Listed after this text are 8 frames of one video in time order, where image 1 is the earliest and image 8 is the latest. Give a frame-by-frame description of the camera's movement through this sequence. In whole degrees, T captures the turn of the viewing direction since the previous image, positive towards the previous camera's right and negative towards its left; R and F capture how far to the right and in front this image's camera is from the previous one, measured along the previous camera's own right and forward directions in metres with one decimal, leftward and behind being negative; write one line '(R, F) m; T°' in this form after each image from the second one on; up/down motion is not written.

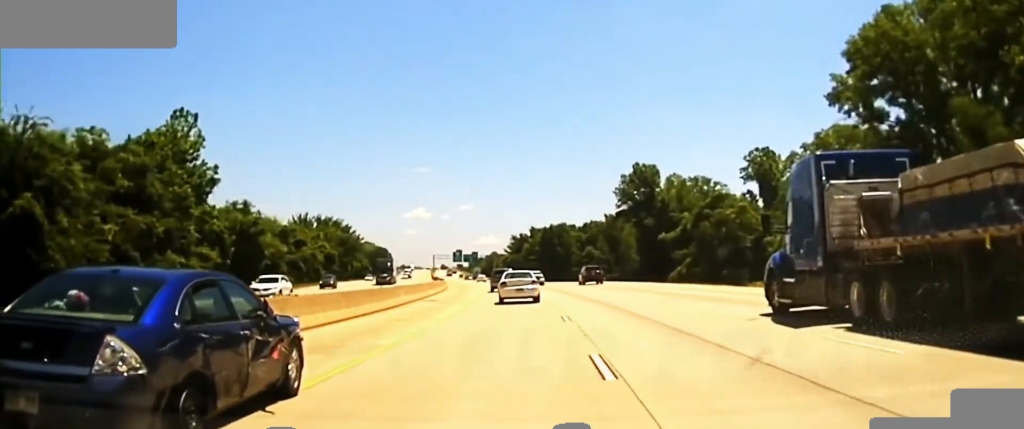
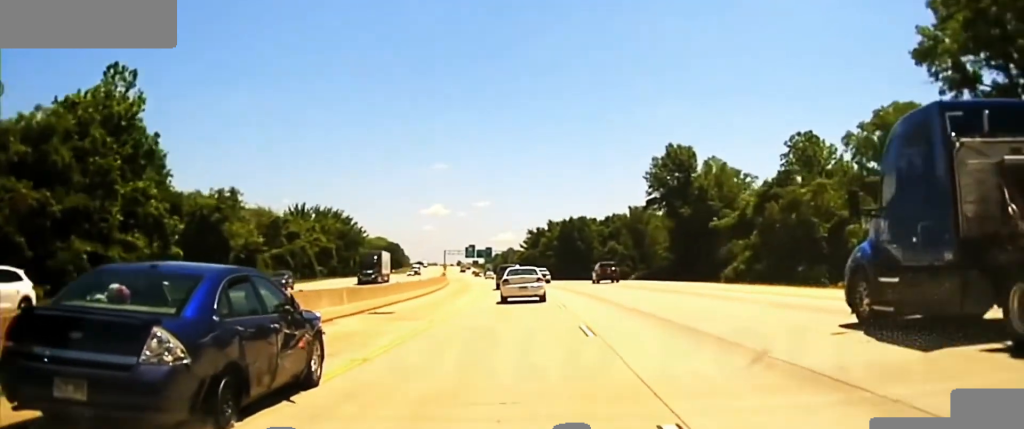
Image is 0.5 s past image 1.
(0.0, +20.3) m; -1°
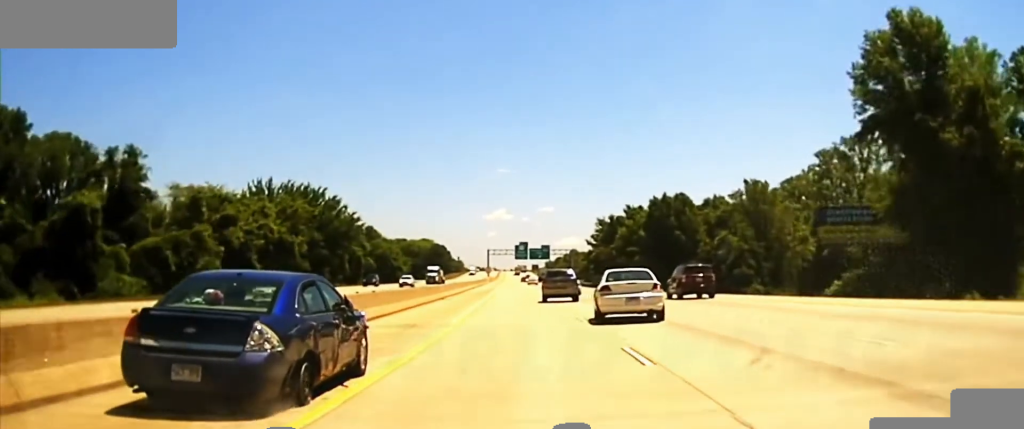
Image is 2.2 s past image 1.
(-2.4, +62.5) m; -3°
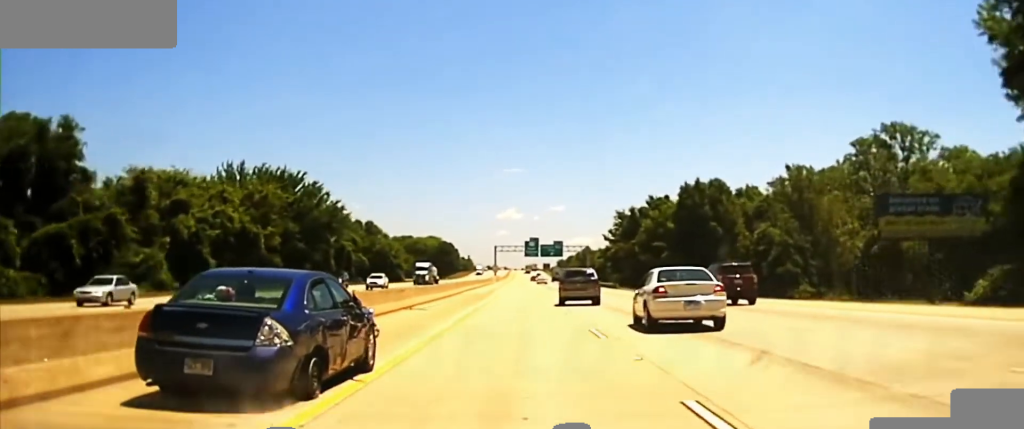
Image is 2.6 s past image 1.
(-0.1, +15.0) m; 0°
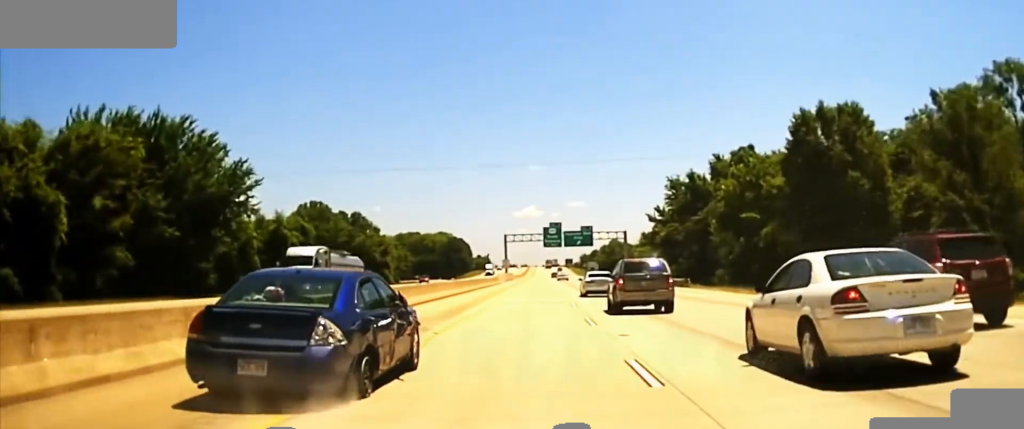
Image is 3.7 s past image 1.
(-0.2, +41.9) m; 0°
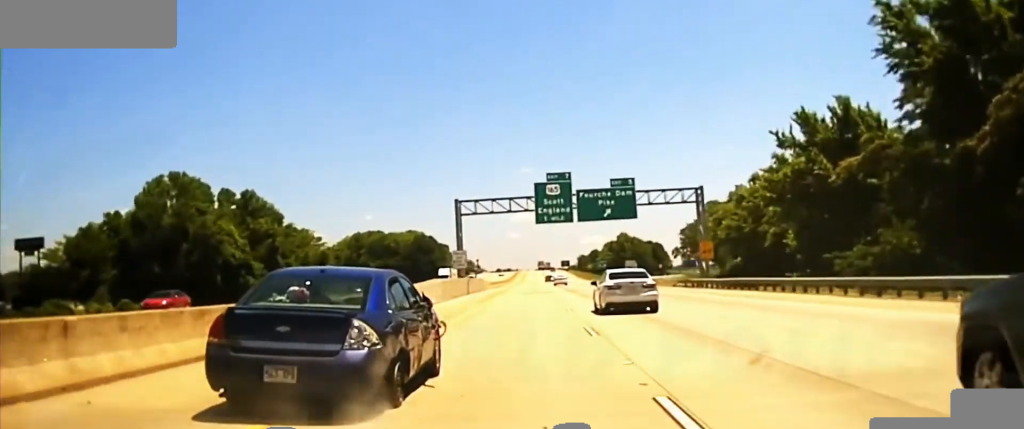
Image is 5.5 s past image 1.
(-0.2, +91.4) m; 0°
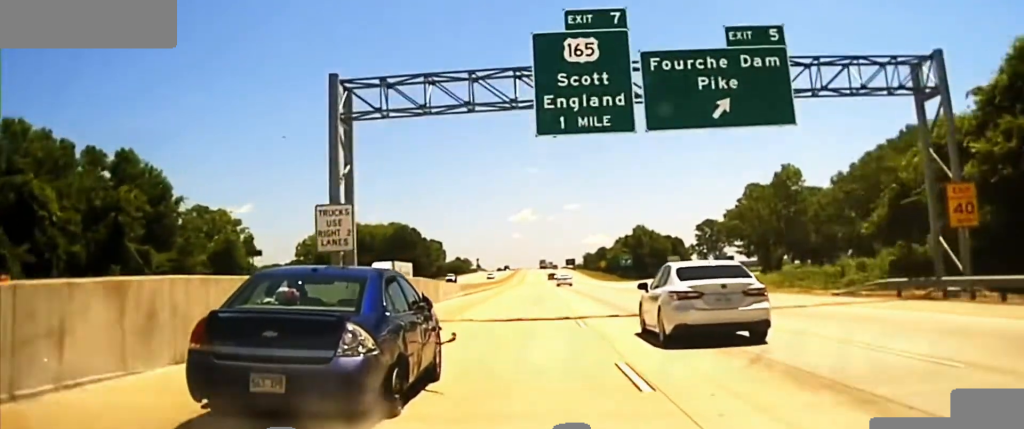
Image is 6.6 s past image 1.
(-0.2, +54.6) m; 0°
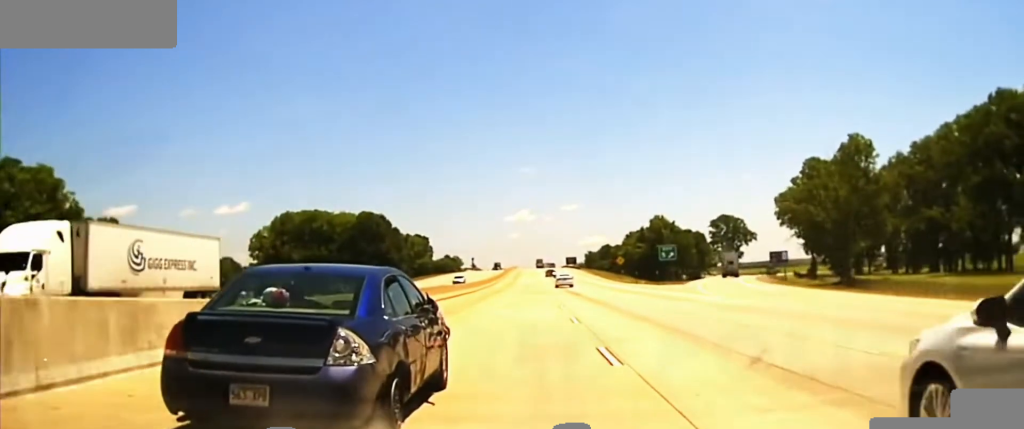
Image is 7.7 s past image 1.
(+0.5, +49.2) m; +1°
